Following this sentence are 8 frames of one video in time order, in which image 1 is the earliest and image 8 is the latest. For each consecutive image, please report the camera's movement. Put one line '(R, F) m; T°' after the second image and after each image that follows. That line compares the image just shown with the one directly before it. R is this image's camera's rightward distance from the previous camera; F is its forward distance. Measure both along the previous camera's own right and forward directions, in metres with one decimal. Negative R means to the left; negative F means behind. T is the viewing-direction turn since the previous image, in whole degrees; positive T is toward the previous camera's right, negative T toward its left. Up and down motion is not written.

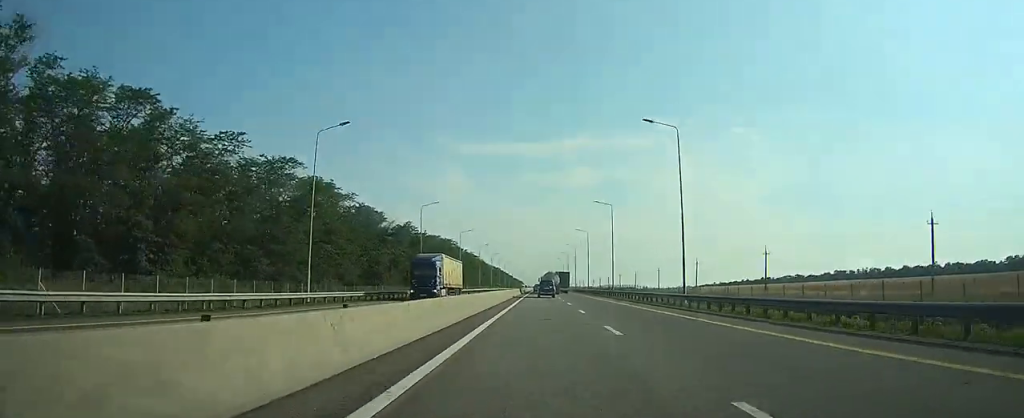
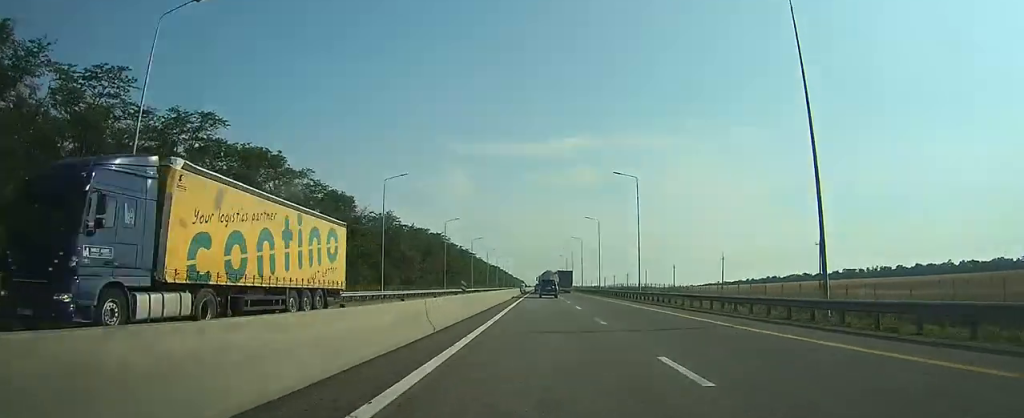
(+0.1, +20.6) m; 0°
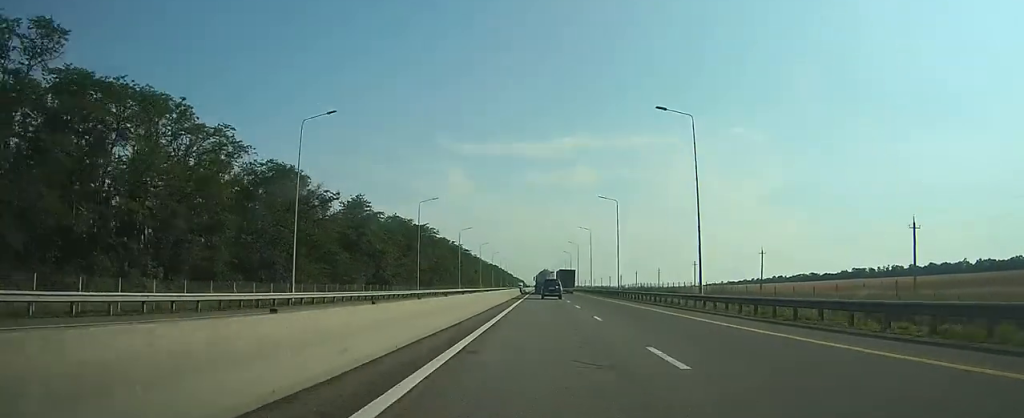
(0.0, +23.0) m; 0°
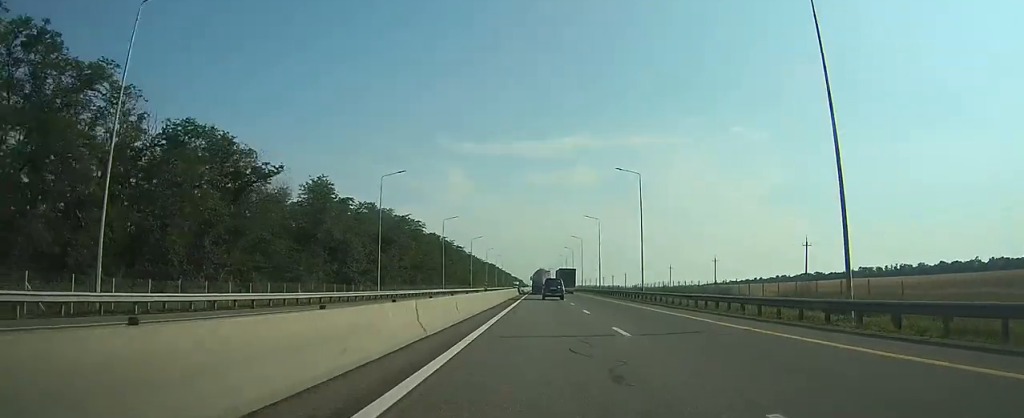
(0.0, +19.0) m; 0°
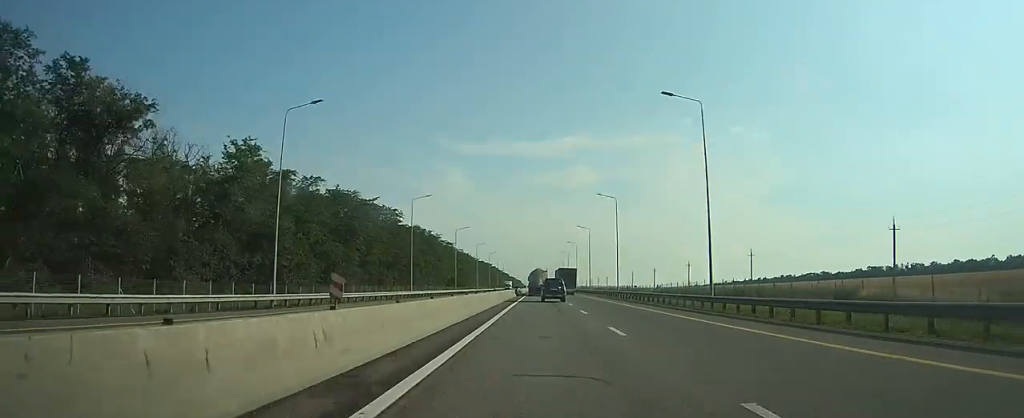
(0.0, +24.0) m; 0°
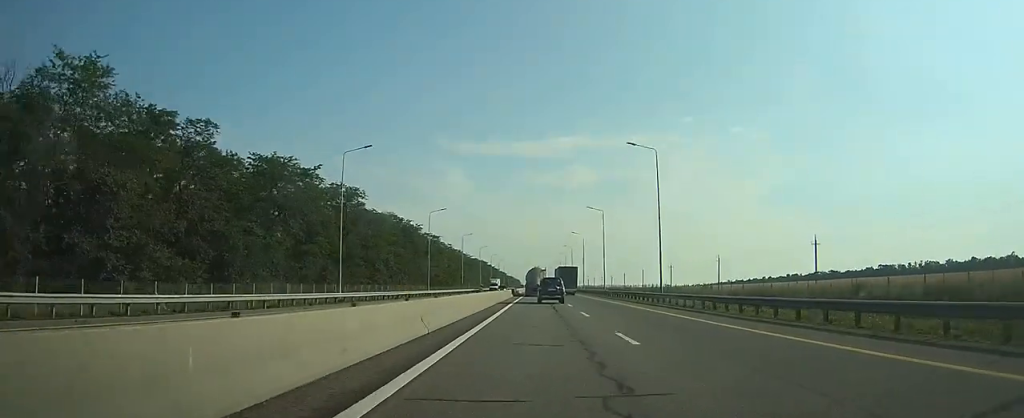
(+0.1, +26.9) m; 0°
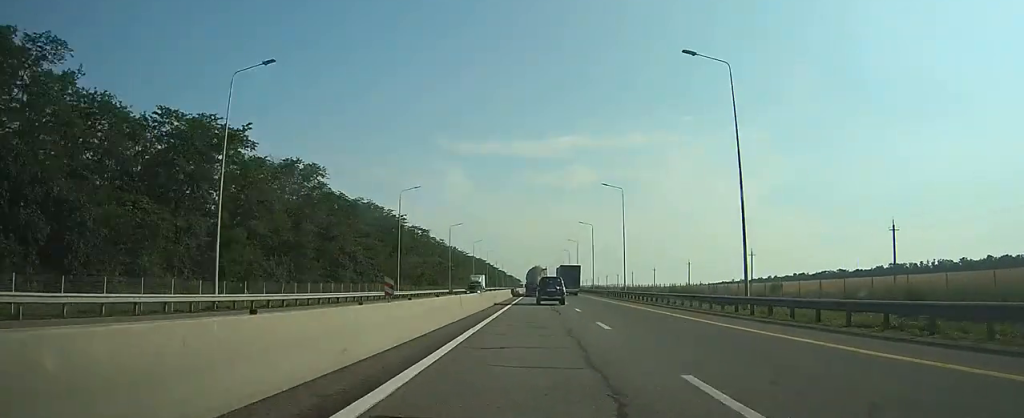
(+0.1, +19.6) m; 0°
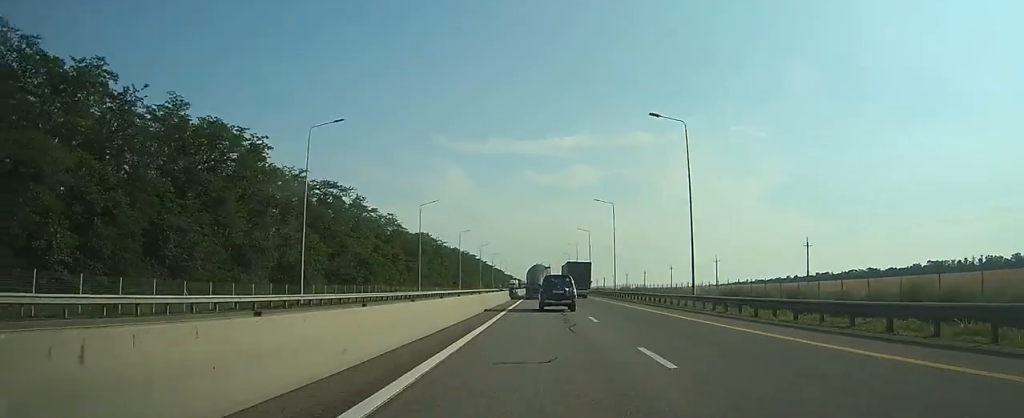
(-0.3, +68.8) m; 0°
